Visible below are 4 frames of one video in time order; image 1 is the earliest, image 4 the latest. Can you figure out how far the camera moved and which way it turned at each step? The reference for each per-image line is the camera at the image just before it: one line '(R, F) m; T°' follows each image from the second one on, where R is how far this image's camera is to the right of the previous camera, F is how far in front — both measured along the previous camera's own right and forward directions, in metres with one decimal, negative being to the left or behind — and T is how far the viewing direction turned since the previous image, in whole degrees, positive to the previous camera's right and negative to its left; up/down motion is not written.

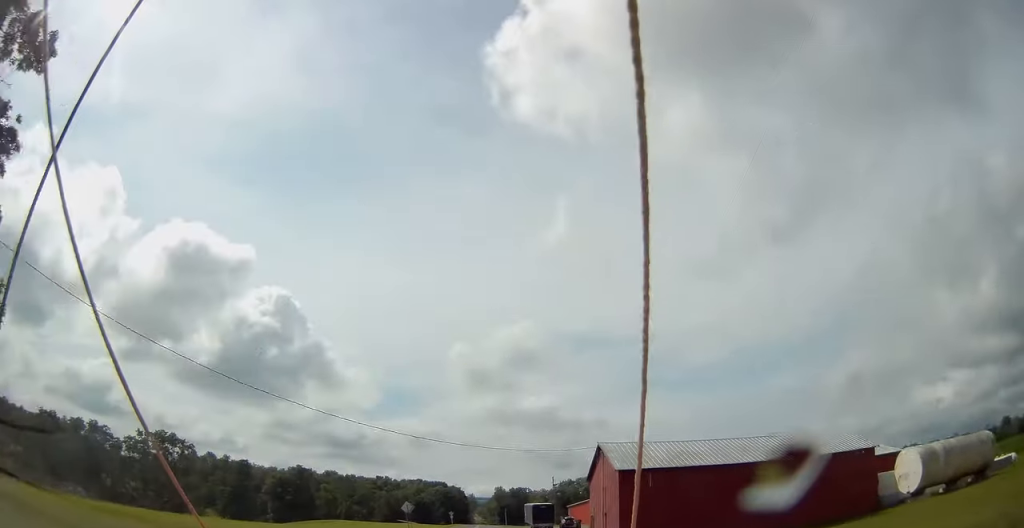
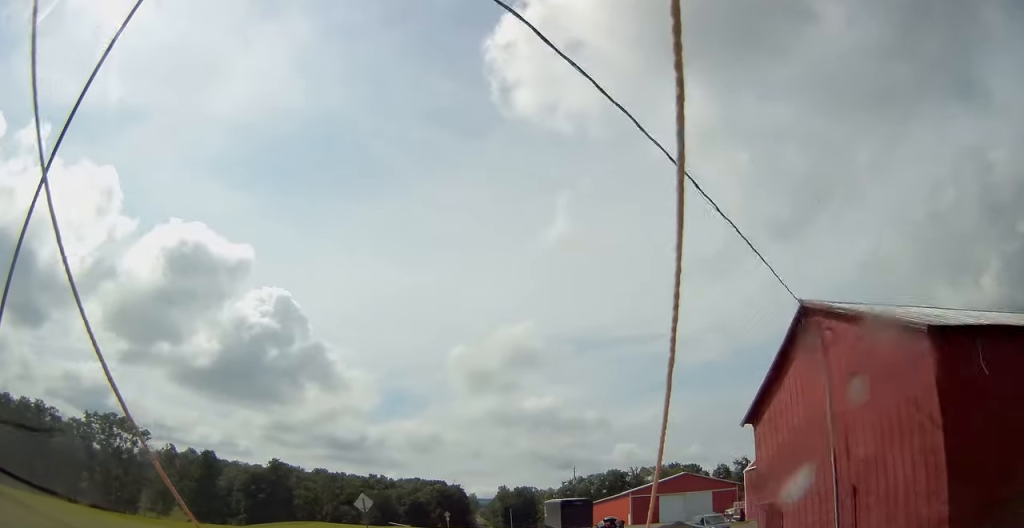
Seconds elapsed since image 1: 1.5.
(0.0, +24.7) m; 0°
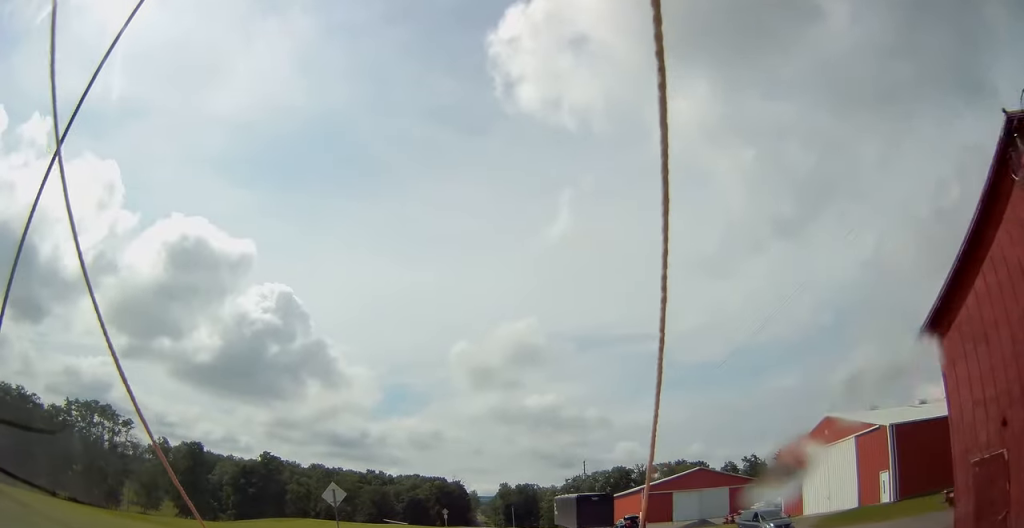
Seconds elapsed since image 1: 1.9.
(0.0, +8.0) m; +1°
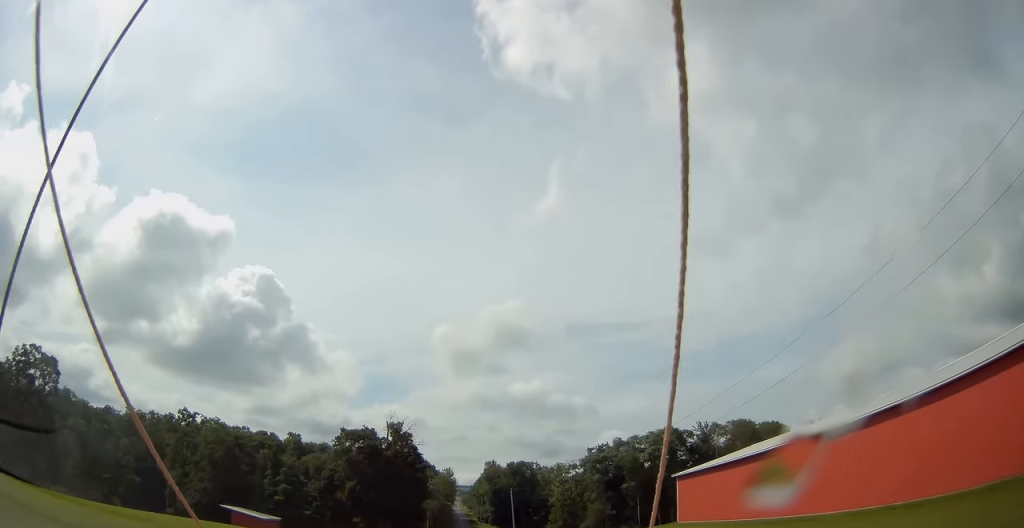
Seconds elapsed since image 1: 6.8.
(+1.6, +86.5) m; +1°
